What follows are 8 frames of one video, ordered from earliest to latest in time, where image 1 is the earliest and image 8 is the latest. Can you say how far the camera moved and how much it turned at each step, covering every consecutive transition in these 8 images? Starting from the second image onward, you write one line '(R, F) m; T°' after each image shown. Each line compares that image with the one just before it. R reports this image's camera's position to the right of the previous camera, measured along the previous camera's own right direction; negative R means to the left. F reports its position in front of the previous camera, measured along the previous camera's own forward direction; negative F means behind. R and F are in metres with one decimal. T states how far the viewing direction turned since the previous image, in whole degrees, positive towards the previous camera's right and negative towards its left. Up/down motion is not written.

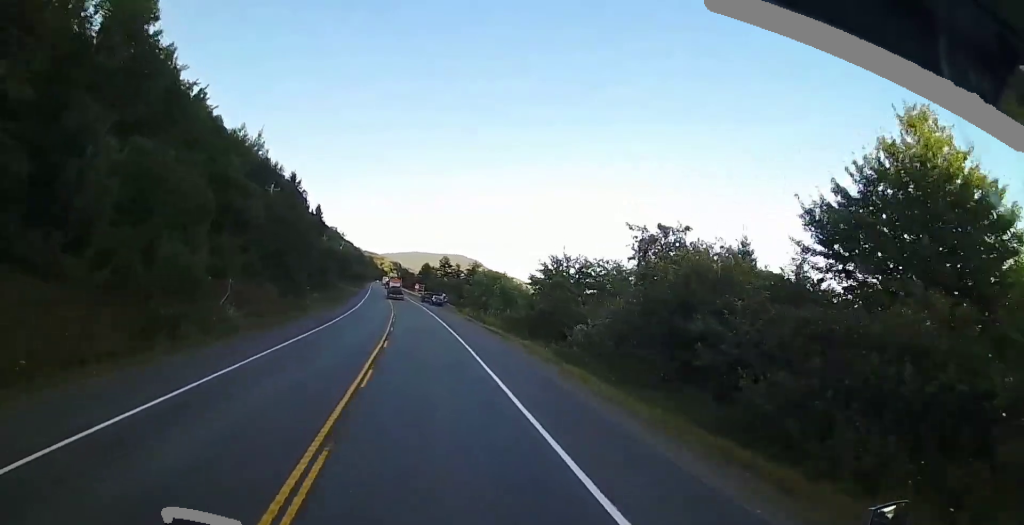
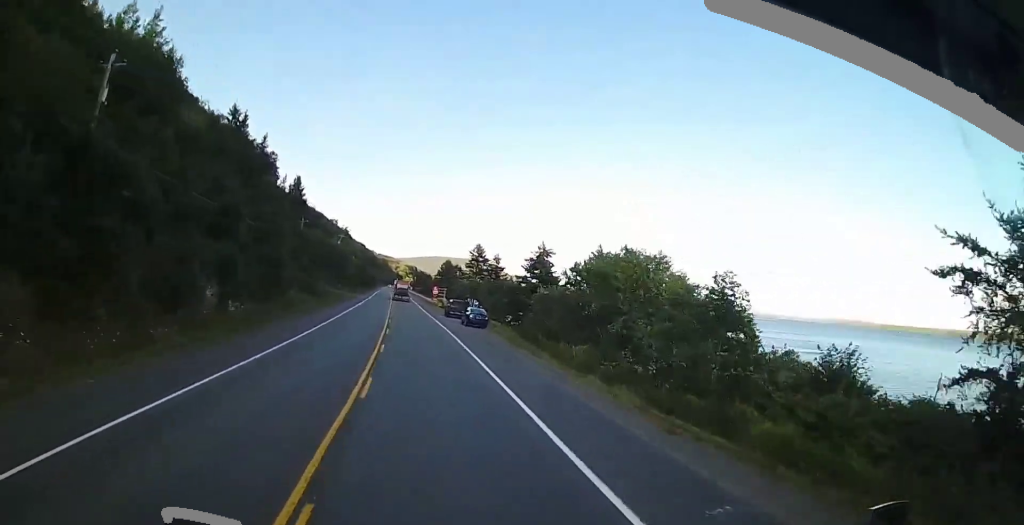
(-2.7, +38.0) m; -4°
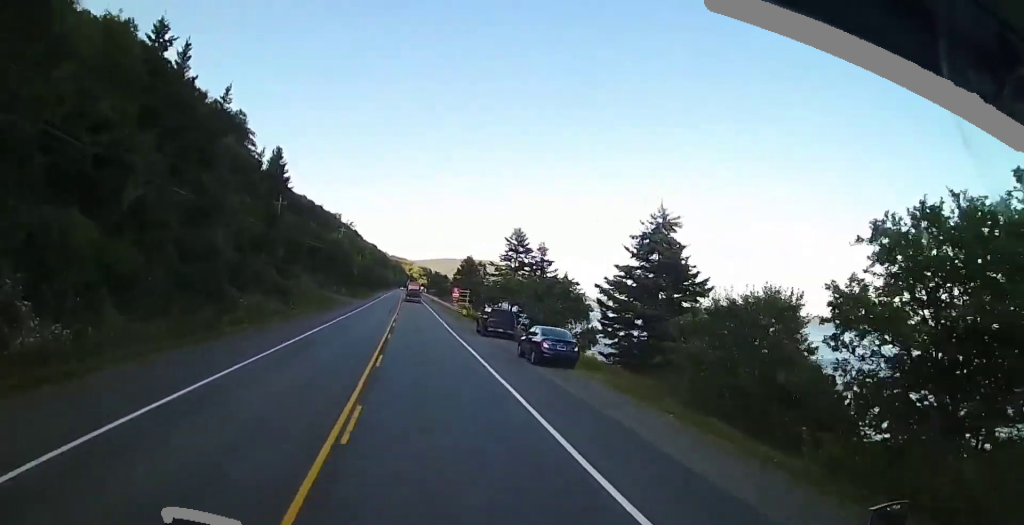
(0.0, +21.9) m; 0°
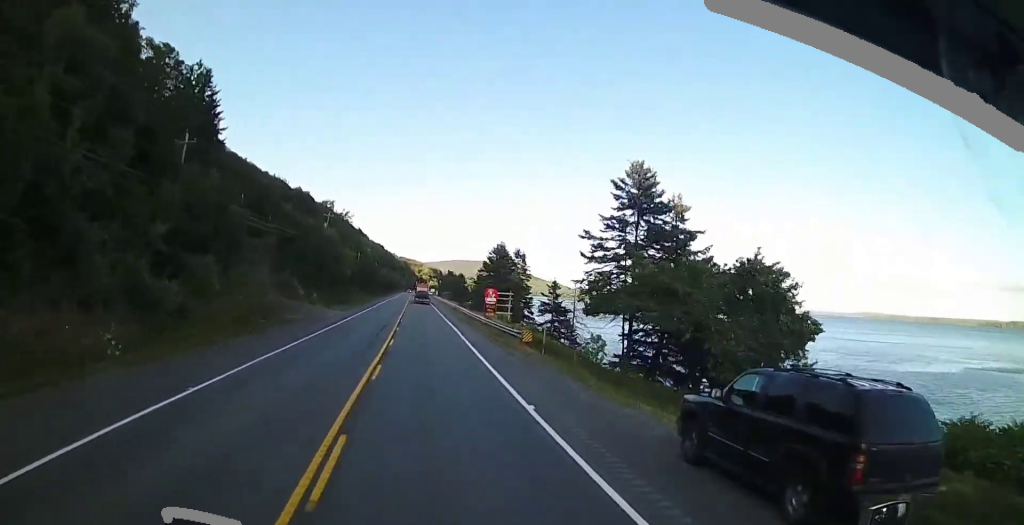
(0.0, +30.1) m; 0°
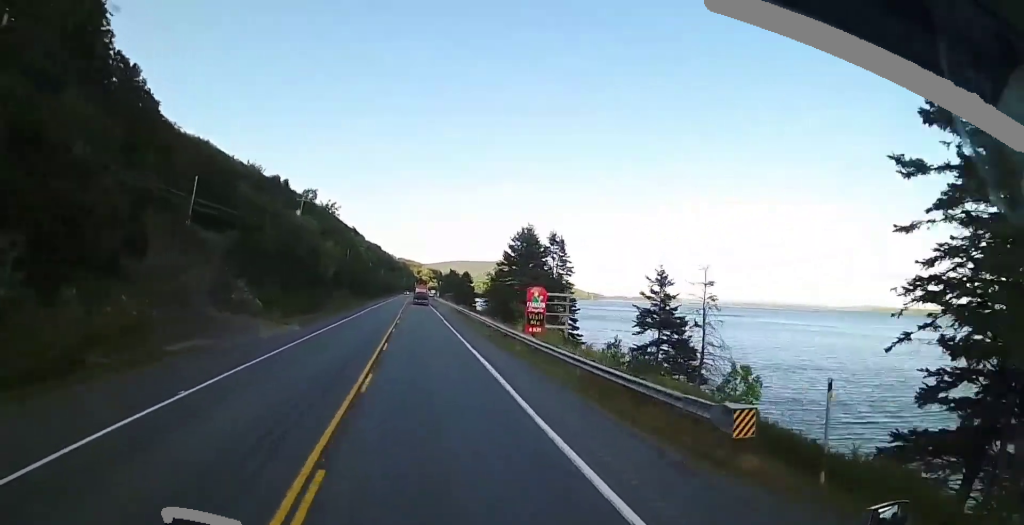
(+0.1, +20.2) m; -1°
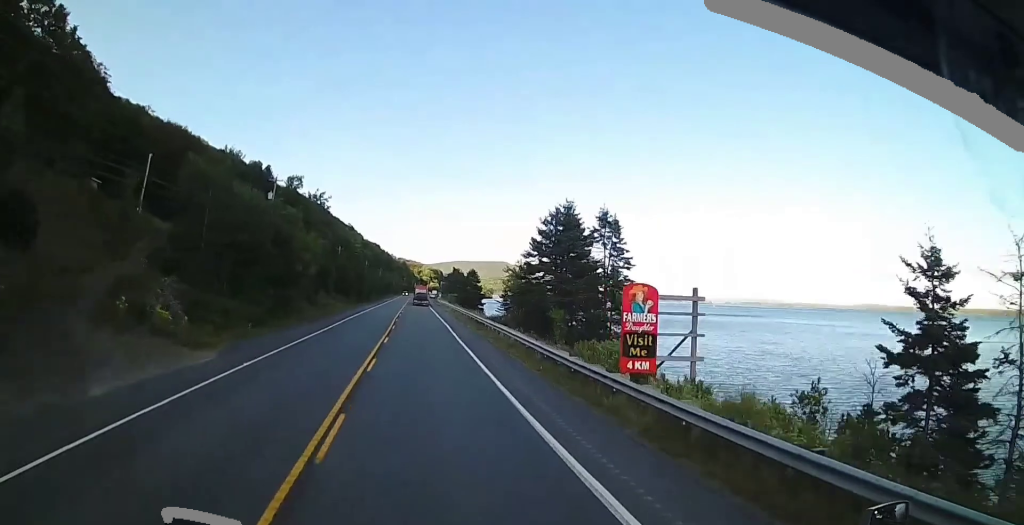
(-0.3, +15.0) m; -1°
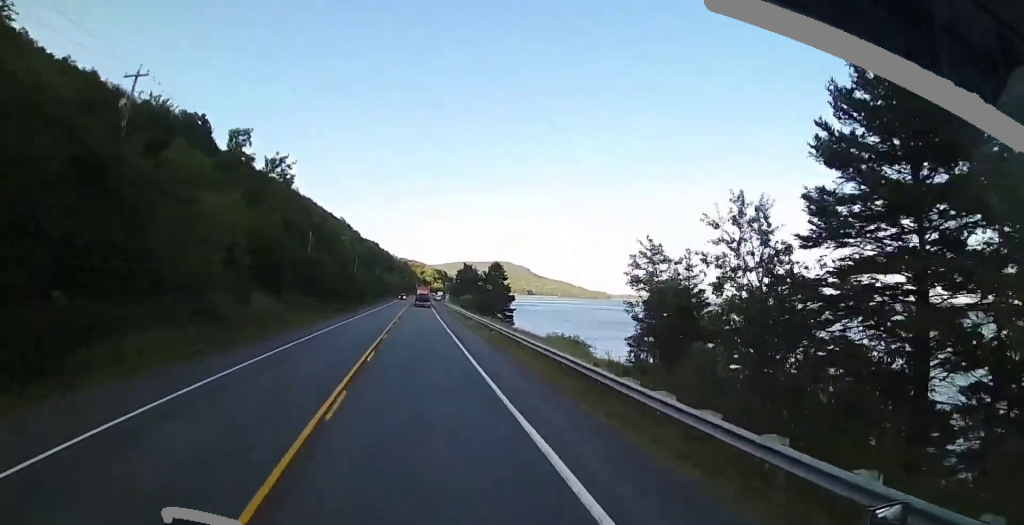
(-0.3, +34.6) m; 0°
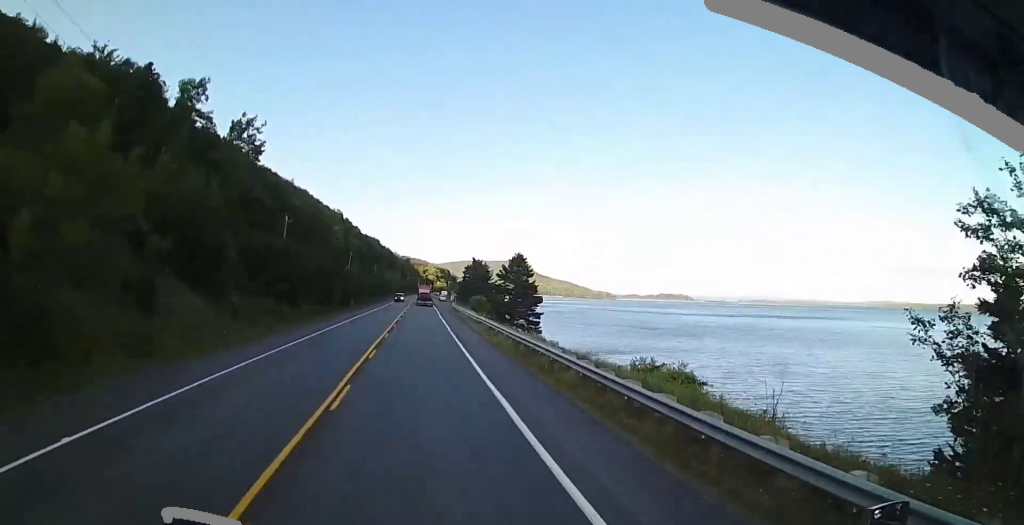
(+0.1, +17.7) m; 0°
